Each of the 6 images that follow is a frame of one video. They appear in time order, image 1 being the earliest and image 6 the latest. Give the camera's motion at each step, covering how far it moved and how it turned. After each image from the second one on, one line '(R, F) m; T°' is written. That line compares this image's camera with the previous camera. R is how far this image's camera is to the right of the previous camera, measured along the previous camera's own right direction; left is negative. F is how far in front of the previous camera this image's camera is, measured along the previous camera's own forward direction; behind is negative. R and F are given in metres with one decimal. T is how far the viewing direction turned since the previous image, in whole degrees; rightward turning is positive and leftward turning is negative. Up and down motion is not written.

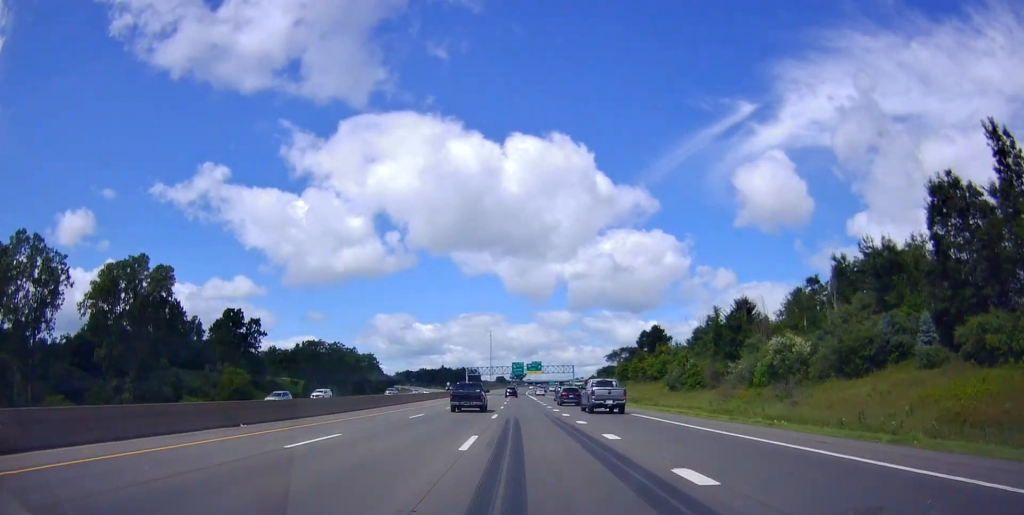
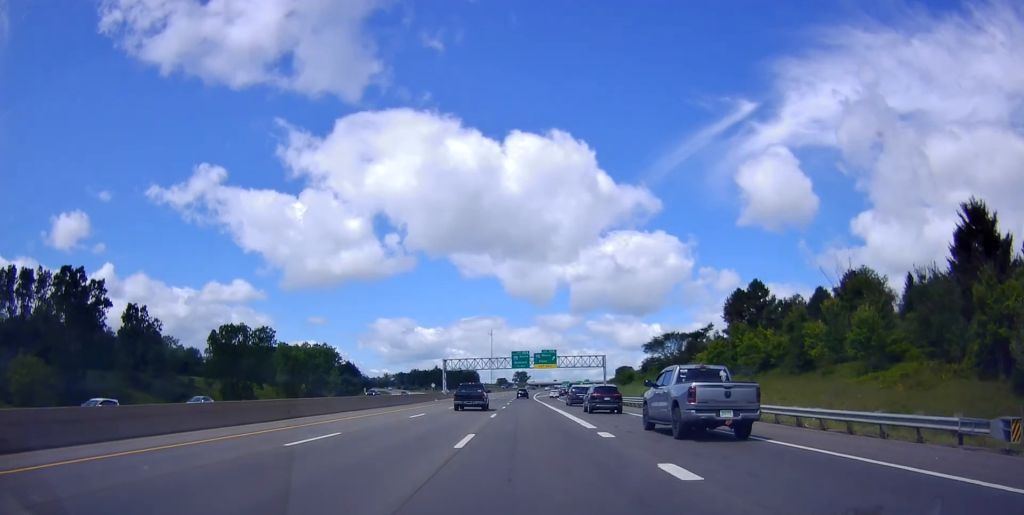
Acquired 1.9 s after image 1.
(-0.5, +60.4) m; 0°
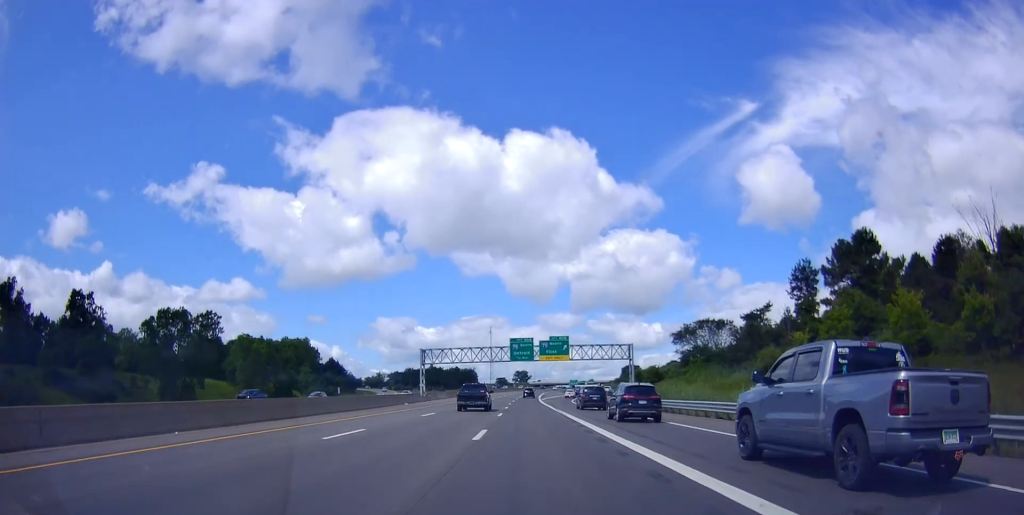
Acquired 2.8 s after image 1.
(+0.2, +28.1) m; +1°
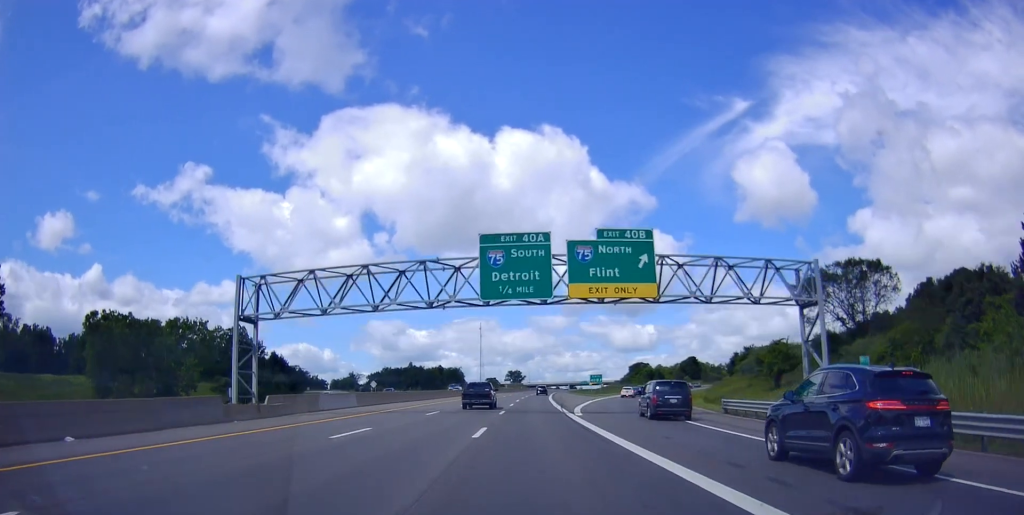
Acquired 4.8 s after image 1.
(-0.6, +59.9) m; -1°
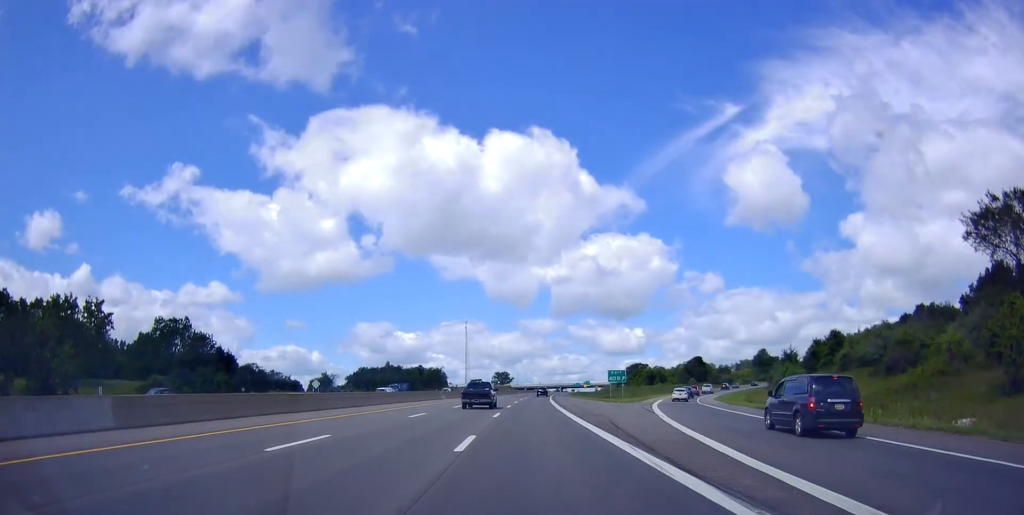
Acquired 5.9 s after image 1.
(+0.4, +33.8) m; +2°
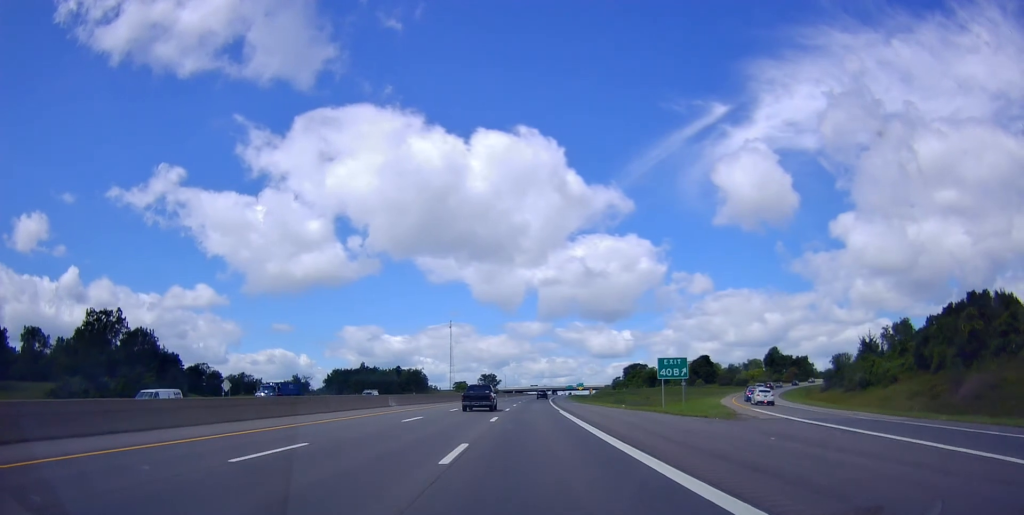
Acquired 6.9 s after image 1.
(+0.5, +31.8) m; +1°
